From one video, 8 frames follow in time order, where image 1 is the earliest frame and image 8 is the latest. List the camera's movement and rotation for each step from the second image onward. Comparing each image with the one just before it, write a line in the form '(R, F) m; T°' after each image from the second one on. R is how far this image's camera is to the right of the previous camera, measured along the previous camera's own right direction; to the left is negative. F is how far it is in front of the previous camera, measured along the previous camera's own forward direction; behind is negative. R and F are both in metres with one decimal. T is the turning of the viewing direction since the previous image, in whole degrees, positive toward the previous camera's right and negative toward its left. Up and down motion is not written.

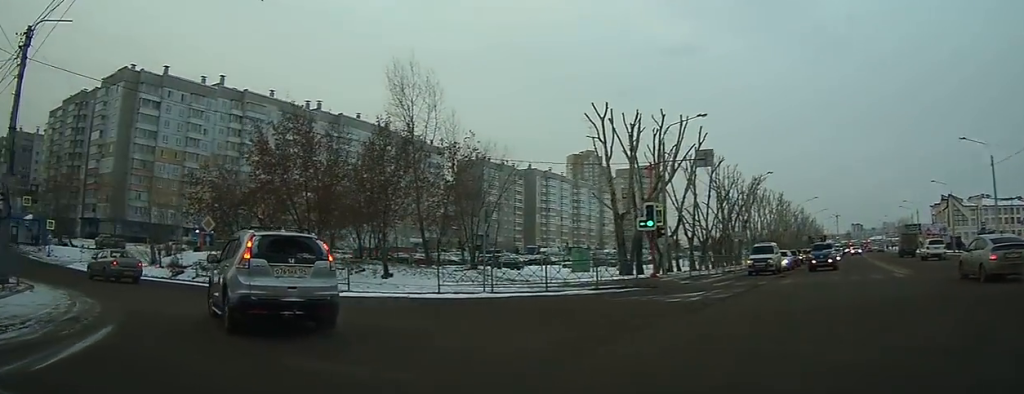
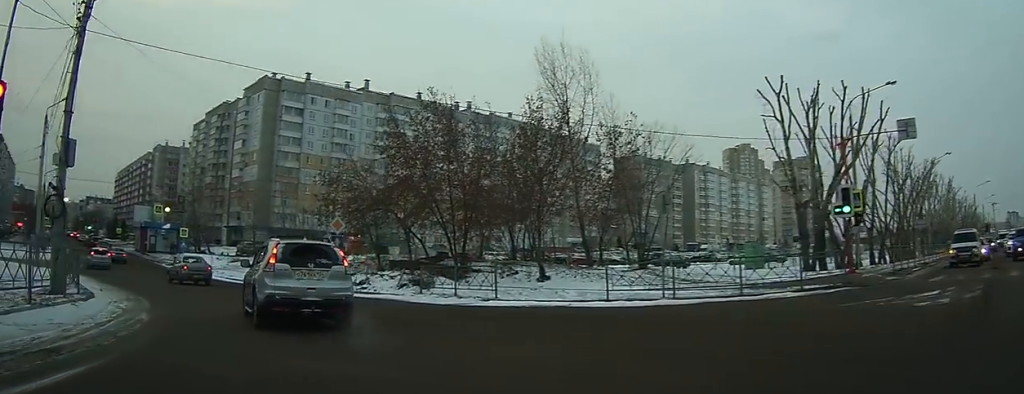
(+0.1, +5.1) m; -8°
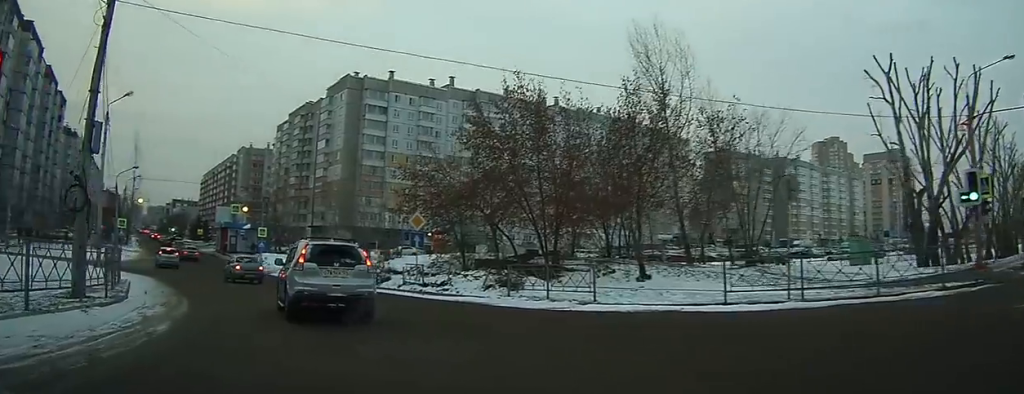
(-0.4, +2.9) m; -9°
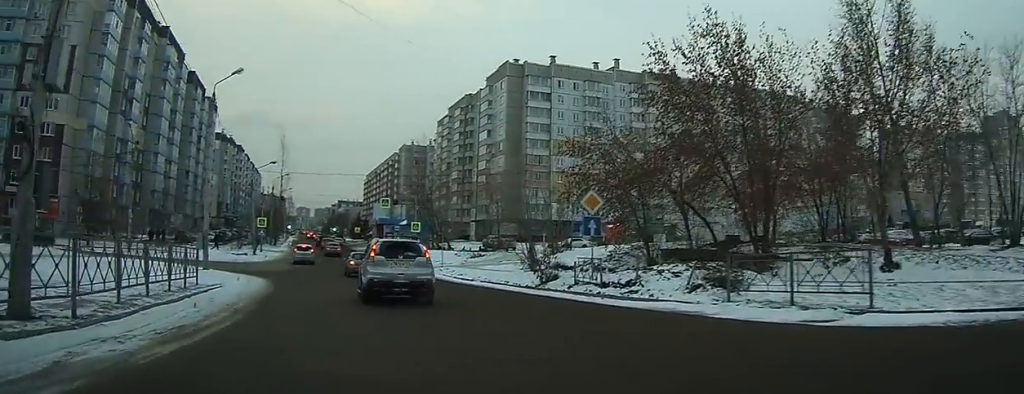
(-1.2, +6.5) m; -19°
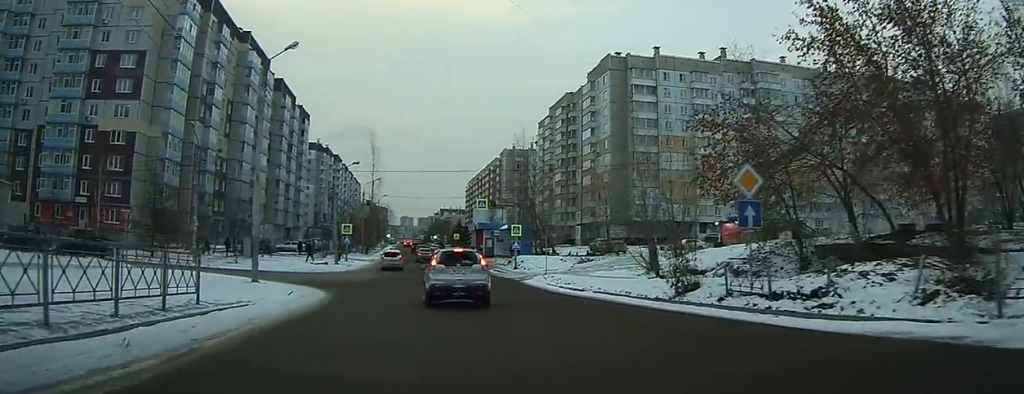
(-0.7, +5.2) m; -12°
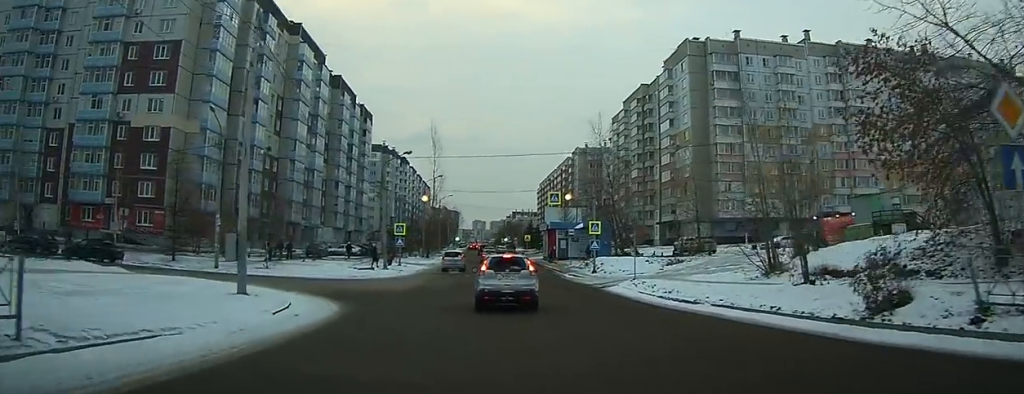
(-0.6, +5.8) m; -10°
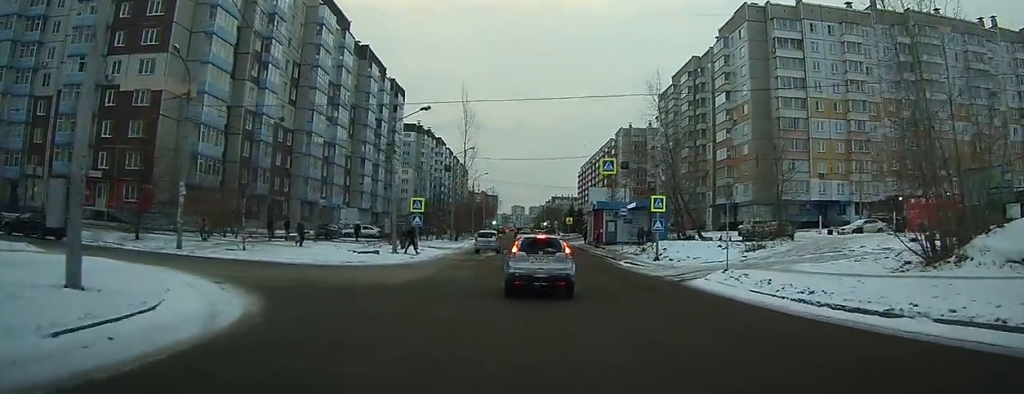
(-0.6, +6.6) m; -6°
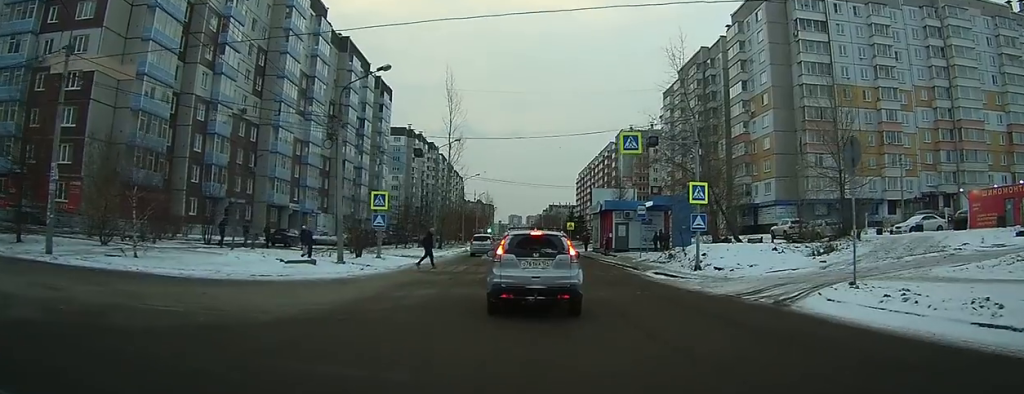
(+0.1, +7.9) m; -3°
